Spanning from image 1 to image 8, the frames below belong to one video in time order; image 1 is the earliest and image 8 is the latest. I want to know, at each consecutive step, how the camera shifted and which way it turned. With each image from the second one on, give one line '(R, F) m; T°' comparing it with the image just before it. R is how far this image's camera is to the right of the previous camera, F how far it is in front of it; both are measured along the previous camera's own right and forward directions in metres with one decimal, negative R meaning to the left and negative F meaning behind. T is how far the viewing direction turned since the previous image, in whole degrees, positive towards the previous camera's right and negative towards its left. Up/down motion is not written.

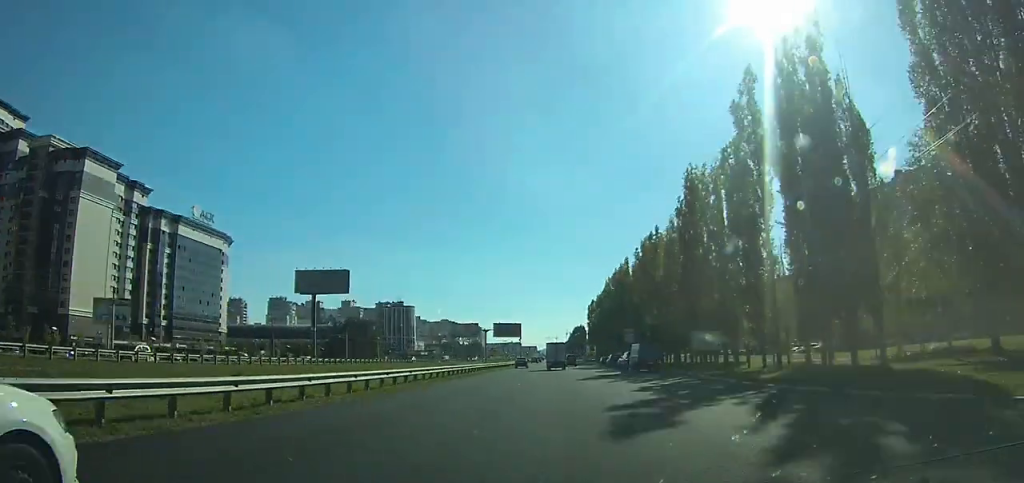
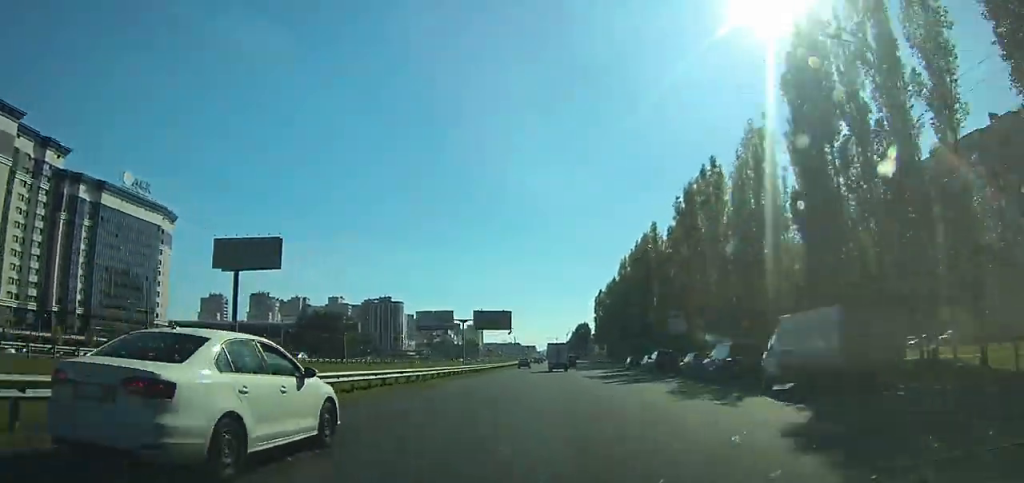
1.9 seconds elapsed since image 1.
(-0.2, +33.2) m; 0°
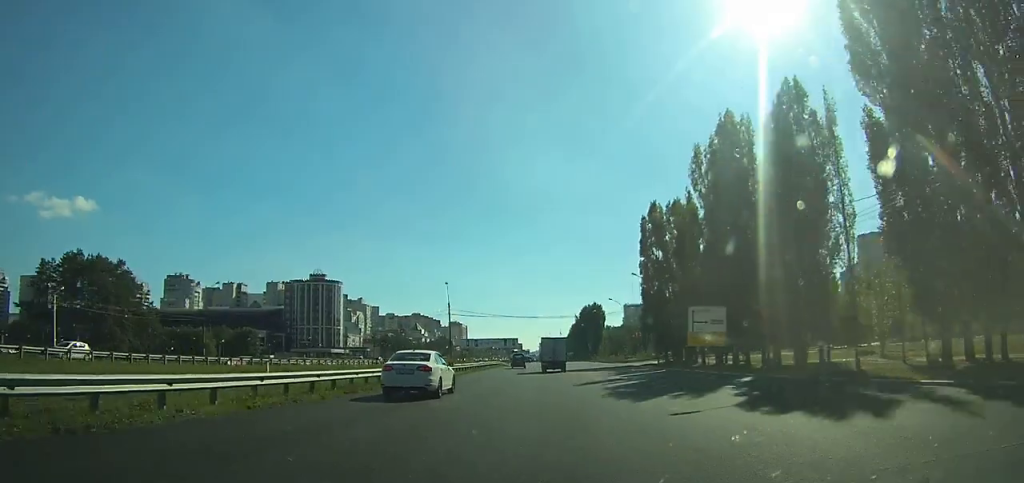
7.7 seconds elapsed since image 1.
(+0.6, +109.3) m; 0°
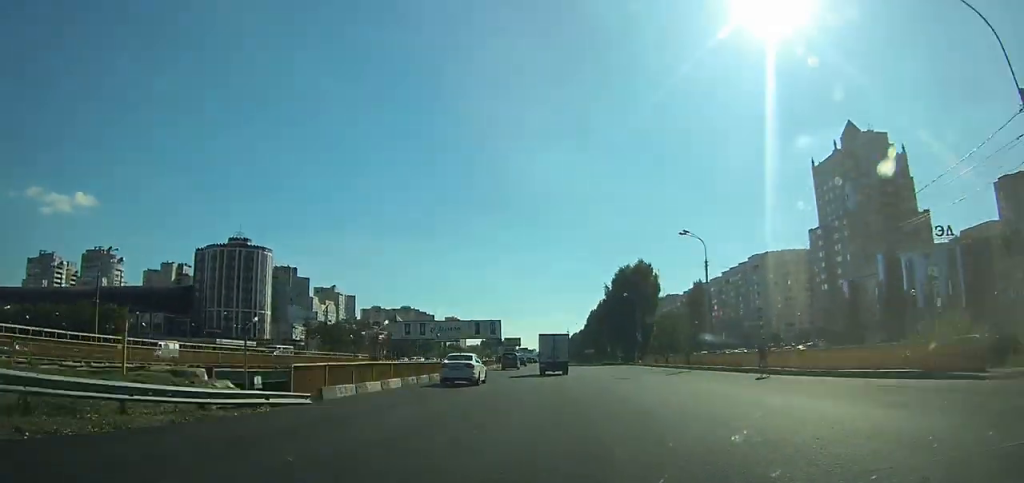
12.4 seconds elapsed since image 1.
(-0.1, +85.6) m; 0°
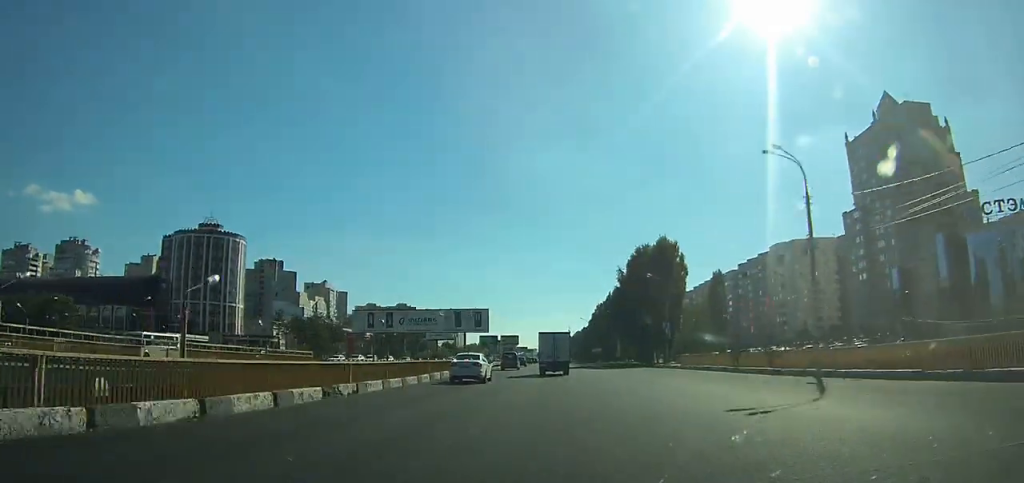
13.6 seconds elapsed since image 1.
(+0.3, +20.4) m; 0°
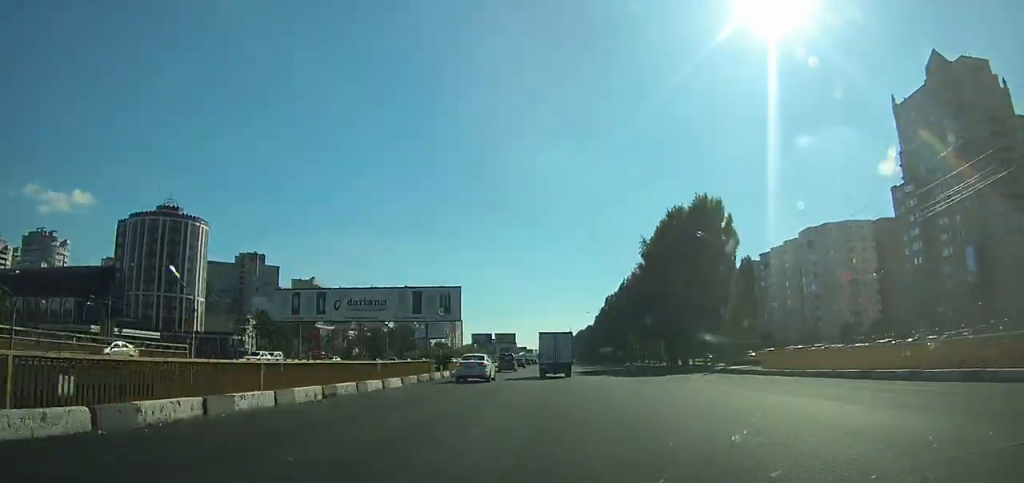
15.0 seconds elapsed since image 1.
(+0.2, +23.5) m; 0°
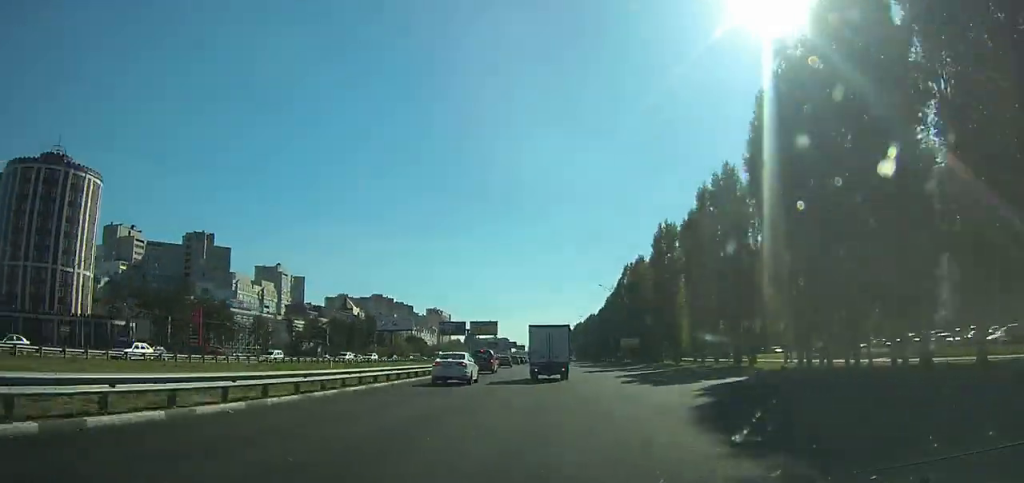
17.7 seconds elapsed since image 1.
(-1.1, +43.0) m; -1°
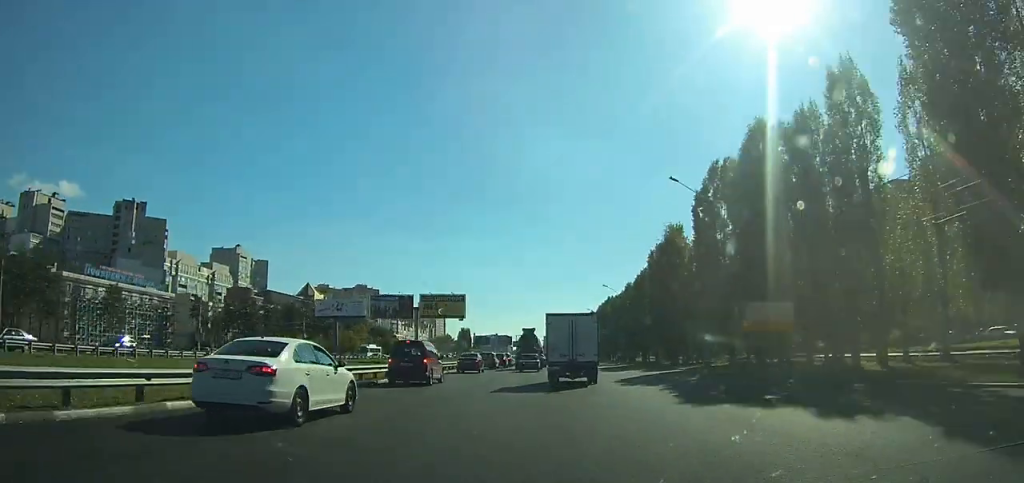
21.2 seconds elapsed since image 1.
(+1.0, +53.7) m; +2°
